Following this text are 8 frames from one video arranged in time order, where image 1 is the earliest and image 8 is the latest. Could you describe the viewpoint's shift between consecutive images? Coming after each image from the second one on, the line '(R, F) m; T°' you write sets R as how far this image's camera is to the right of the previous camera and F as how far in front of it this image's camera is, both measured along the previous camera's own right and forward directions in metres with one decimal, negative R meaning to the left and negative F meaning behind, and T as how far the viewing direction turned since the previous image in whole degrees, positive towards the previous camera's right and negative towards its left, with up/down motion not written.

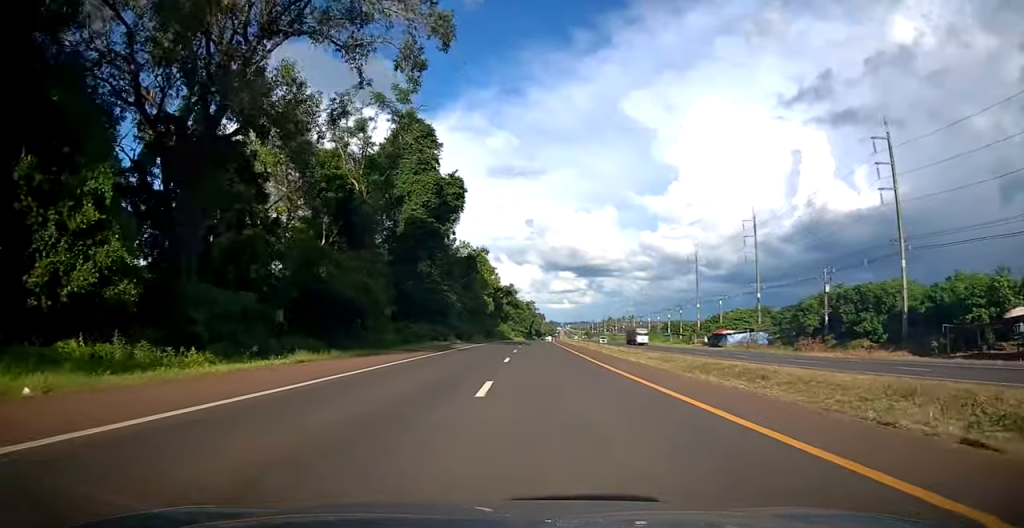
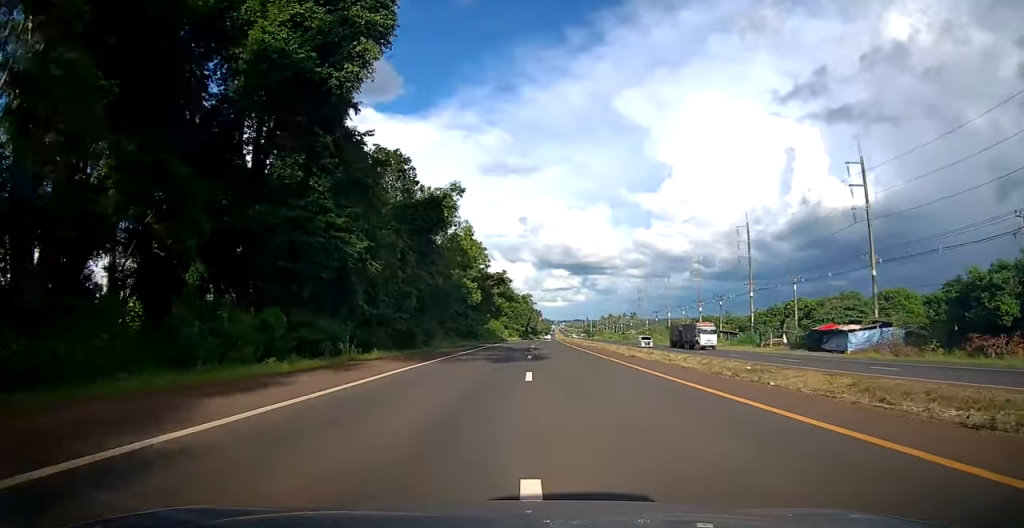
(+0.1, +32.9) m; 0°
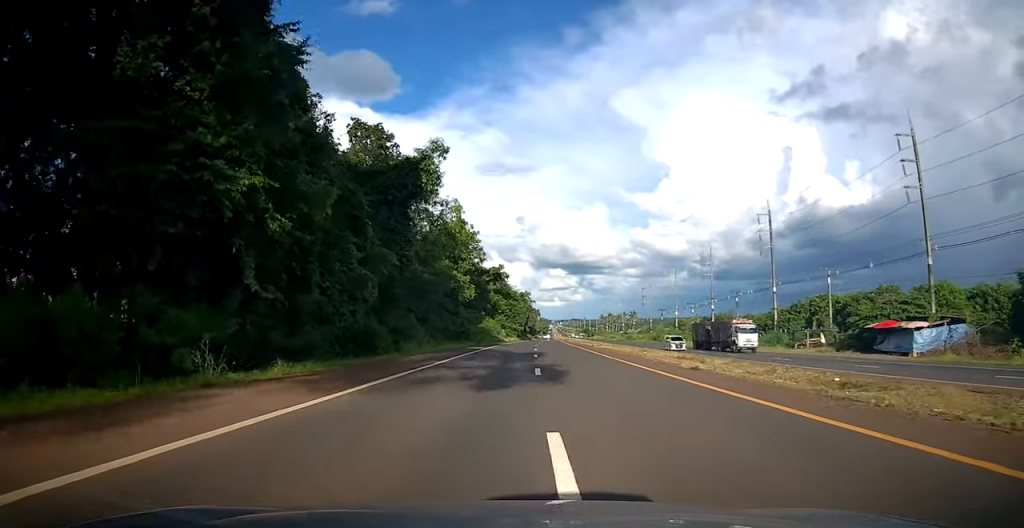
(+0.1, +9.9) m; 0°
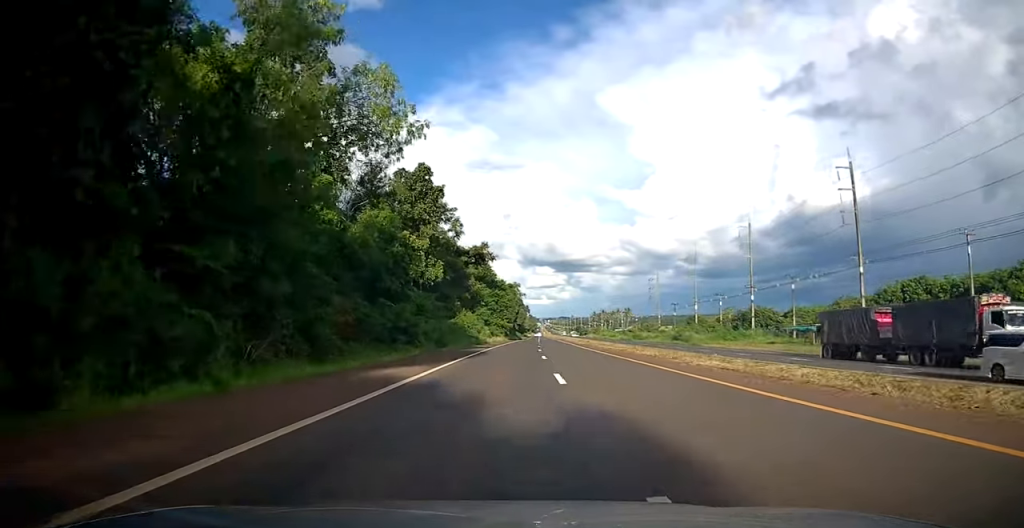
(+0.2, +26.8) m; +2°
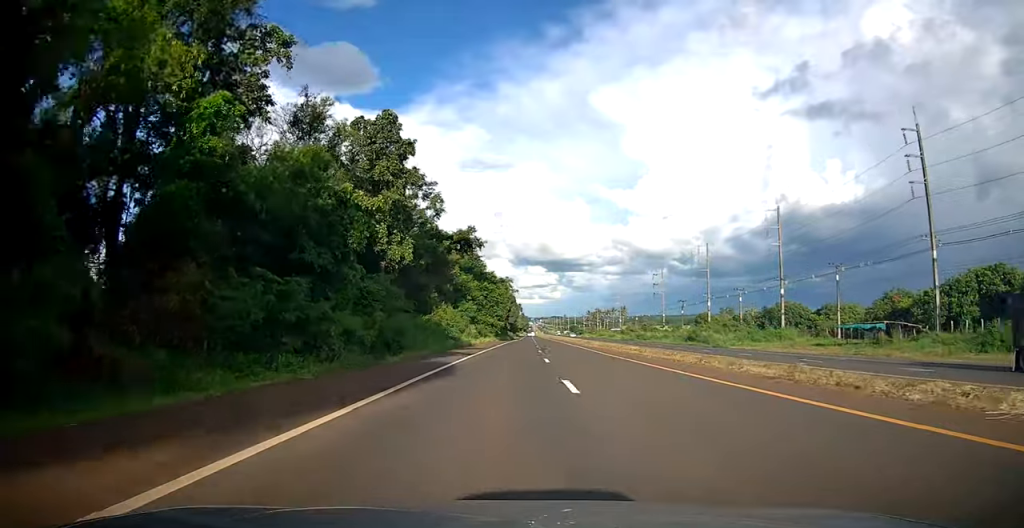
(+0.1, +14.2) m; +1°
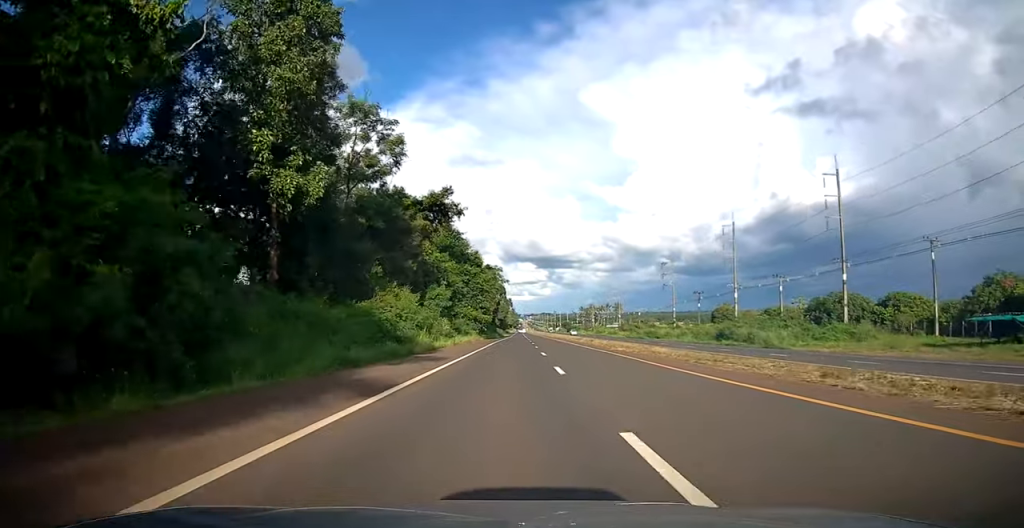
(+0.4, +19.8) m; +1°
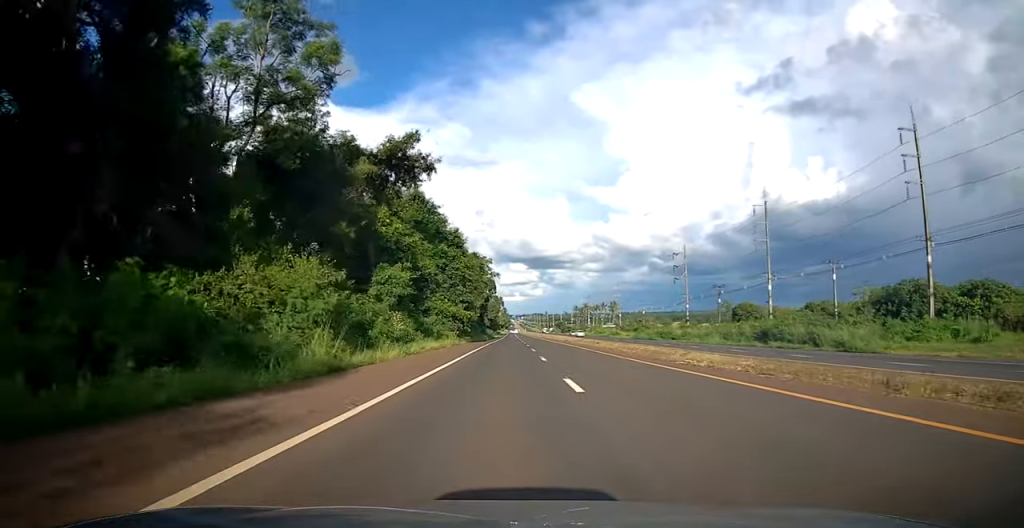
(0.0, +16.9) m; +1°
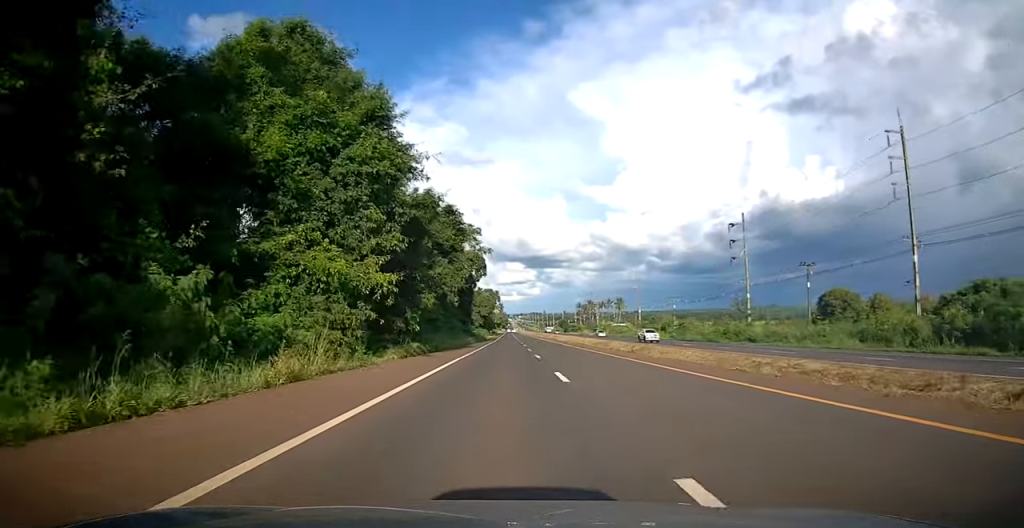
(+0.3, +34.6) m; 0°
